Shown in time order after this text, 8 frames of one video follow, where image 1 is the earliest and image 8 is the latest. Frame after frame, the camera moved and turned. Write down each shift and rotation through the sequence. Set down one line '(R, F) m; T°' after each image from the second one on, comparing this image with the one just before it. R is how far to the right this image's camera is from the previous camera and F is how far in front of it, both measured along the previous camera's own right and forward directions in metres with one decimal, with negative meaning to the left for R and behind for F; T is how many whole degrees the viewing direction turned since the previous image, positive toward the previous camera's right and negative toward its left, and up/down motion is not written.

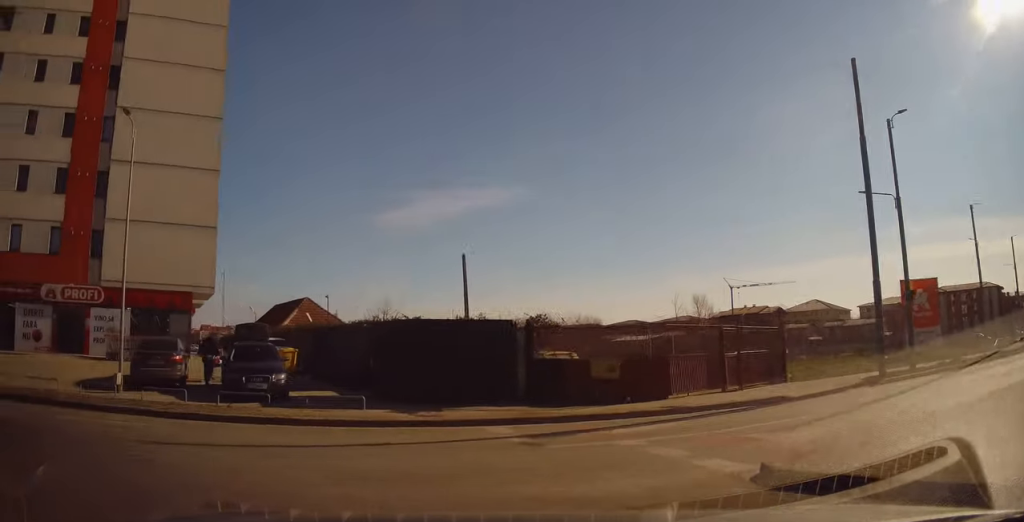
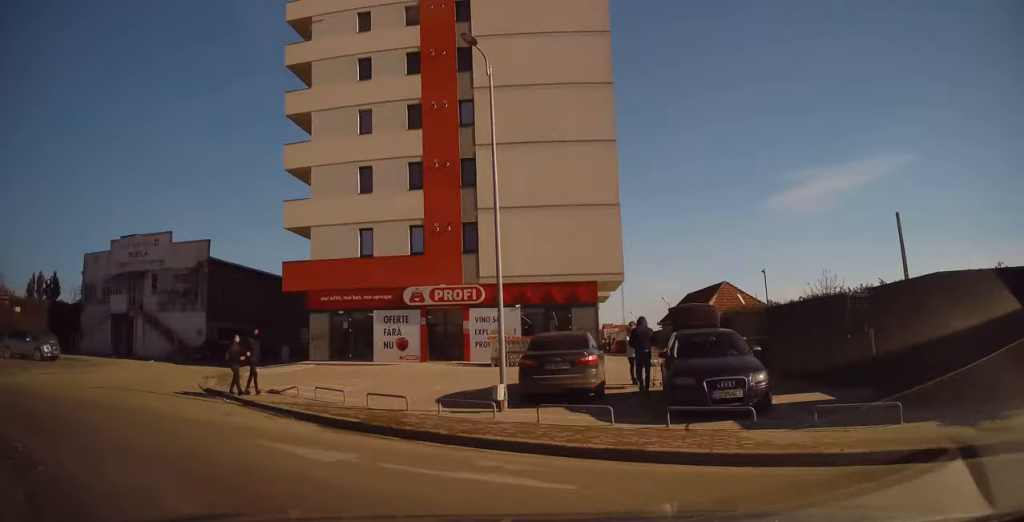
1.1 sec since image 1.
(-1.7, +4.9) m; -41°
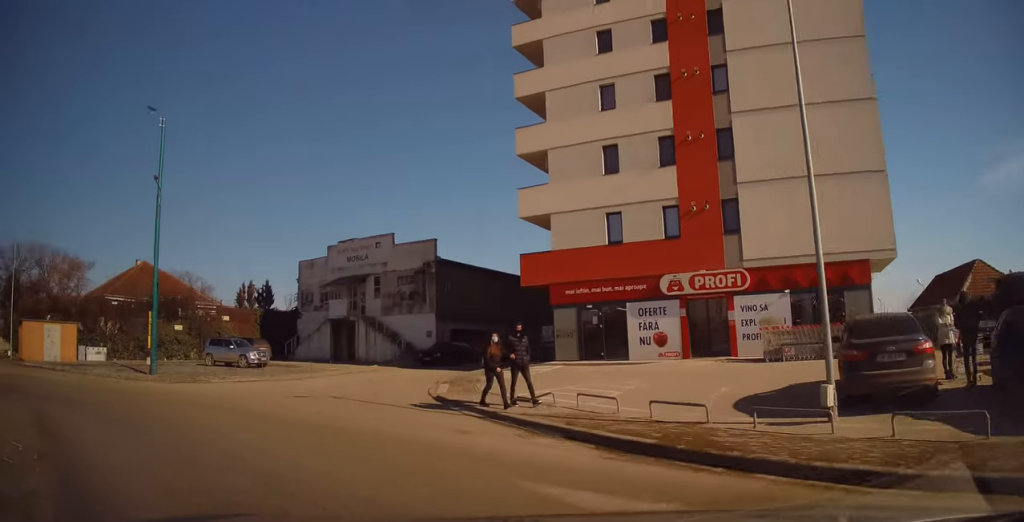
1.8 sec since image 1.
(-0.8, +2.7) m; -26°
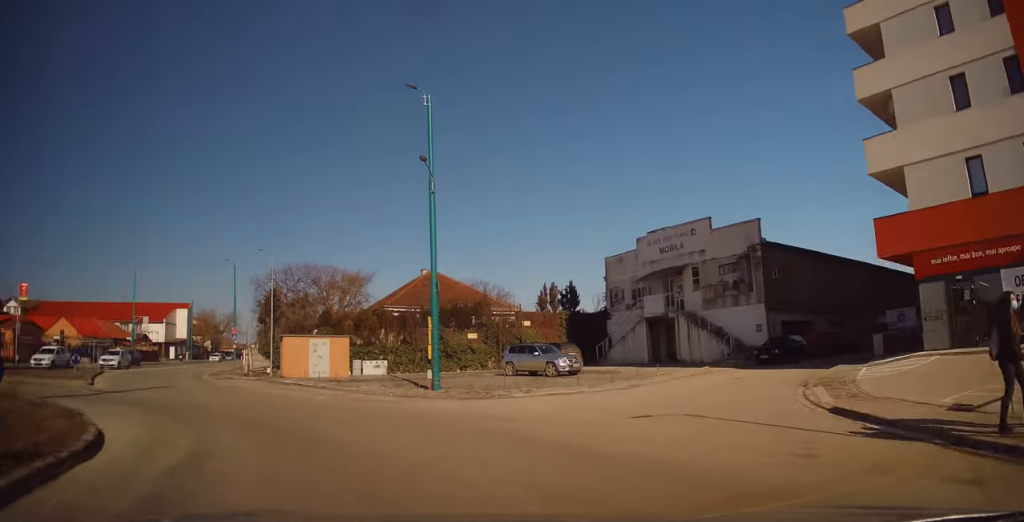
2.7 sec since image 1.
(-1.5, +4.0) m; -36°
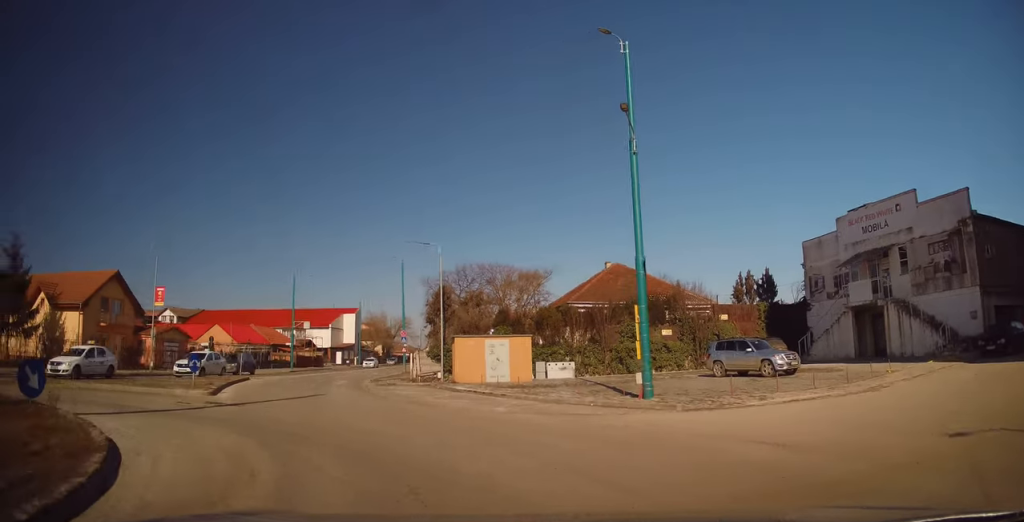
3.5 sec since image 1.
(-0.8, +3.3) m; -22°
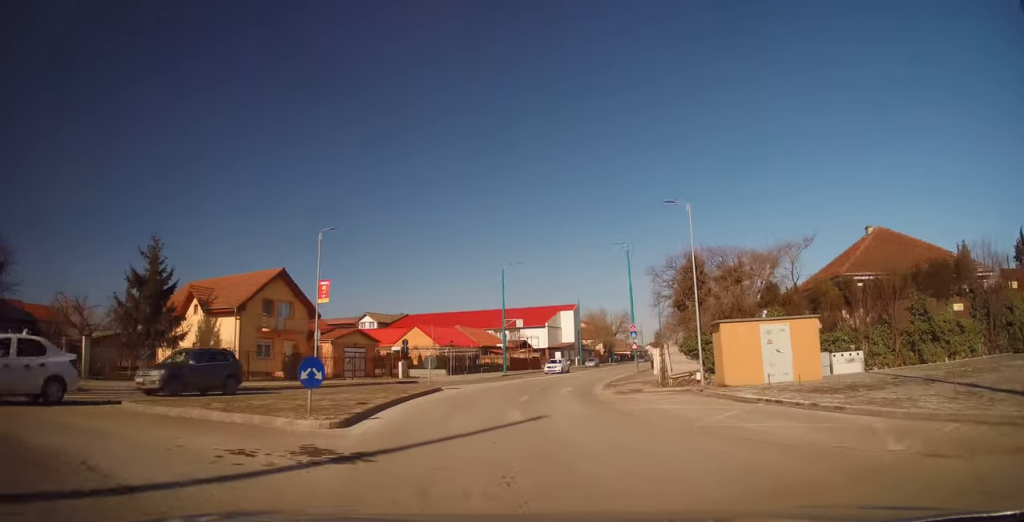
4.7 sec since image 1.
(-1.8, +6.6) m; -22°
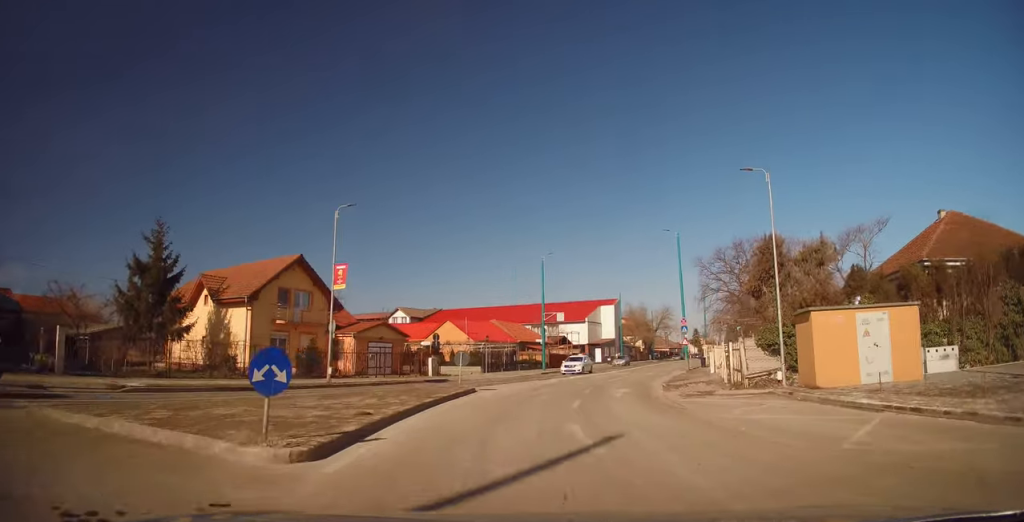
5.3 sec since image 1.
(-0.2, +3.4) m; -4°
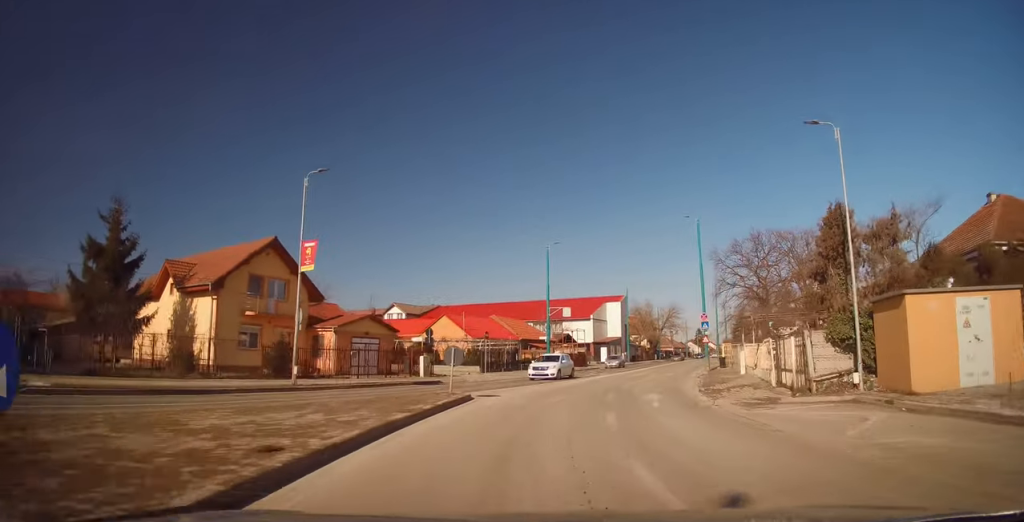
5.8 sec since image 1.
(0.0, +3.9) m; -3°
